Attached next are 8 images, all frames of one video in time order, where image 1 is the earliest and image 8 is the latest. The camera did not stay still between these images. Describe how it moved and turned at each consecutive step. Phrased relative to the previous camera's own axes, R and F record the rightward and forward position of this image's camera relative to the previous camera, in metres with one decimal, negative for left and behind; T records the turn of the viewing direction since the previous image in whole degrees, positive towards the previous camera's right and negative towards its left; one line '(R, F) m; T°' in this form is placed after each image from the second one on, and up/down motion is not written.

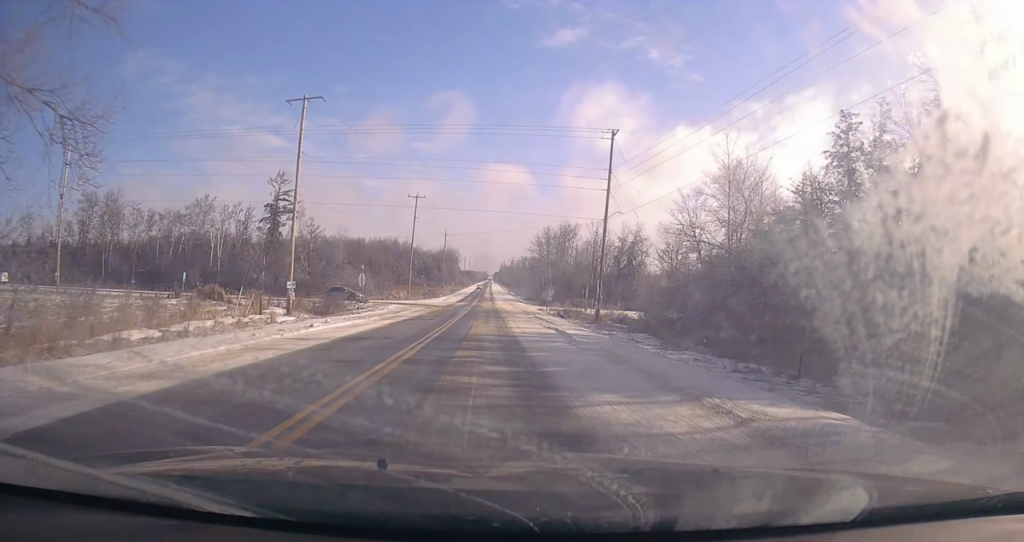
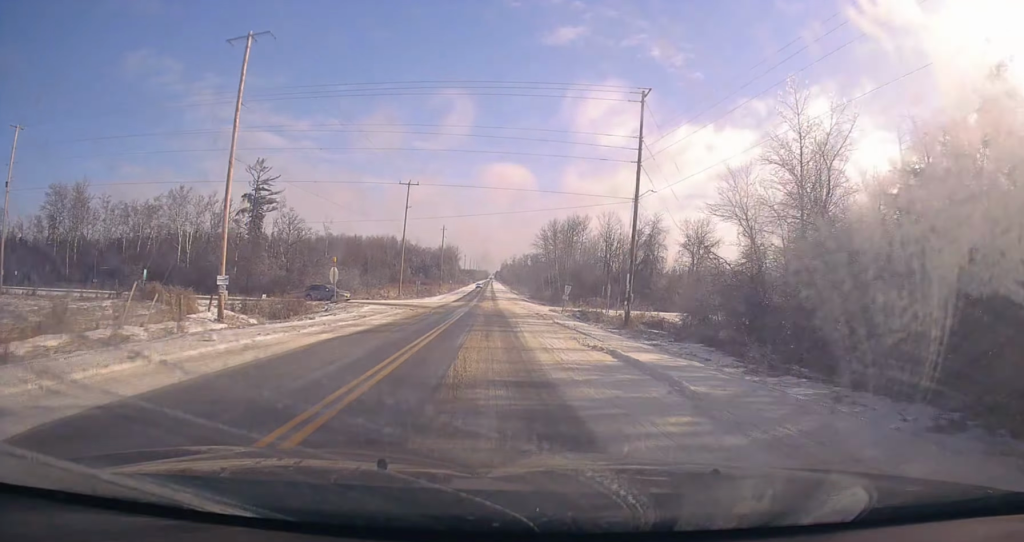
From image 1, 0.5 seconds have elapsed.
(+0.5, +10.8) m; +1°
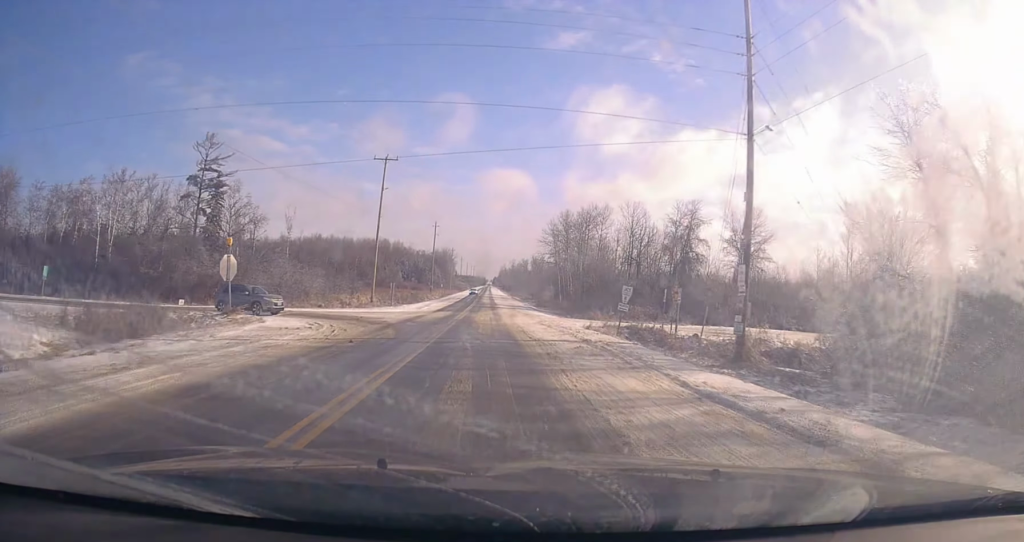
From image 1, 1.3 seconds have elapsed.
(+0.2, +20.4) m; 0°
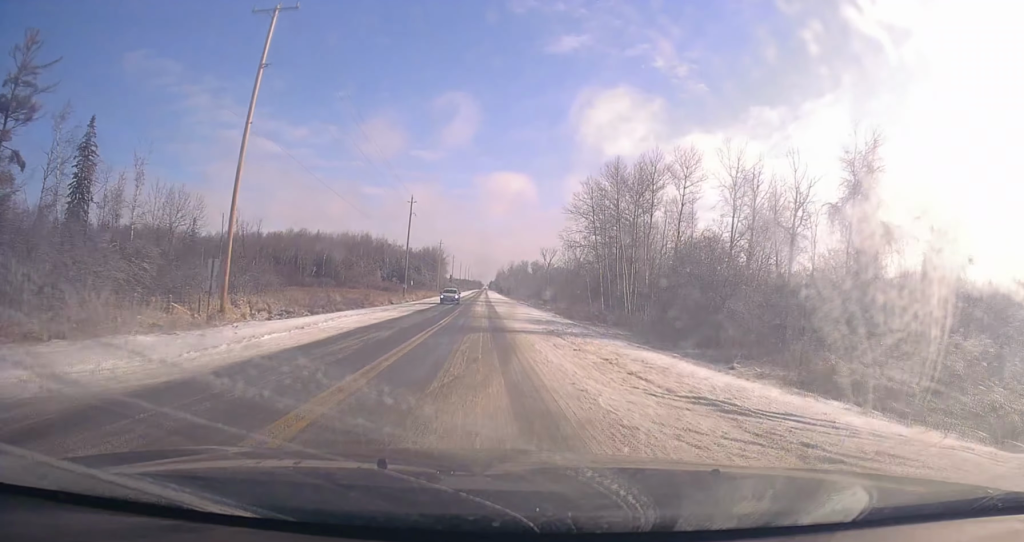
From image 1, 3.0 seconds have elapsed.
(-0.6, +40.0) m; 0°
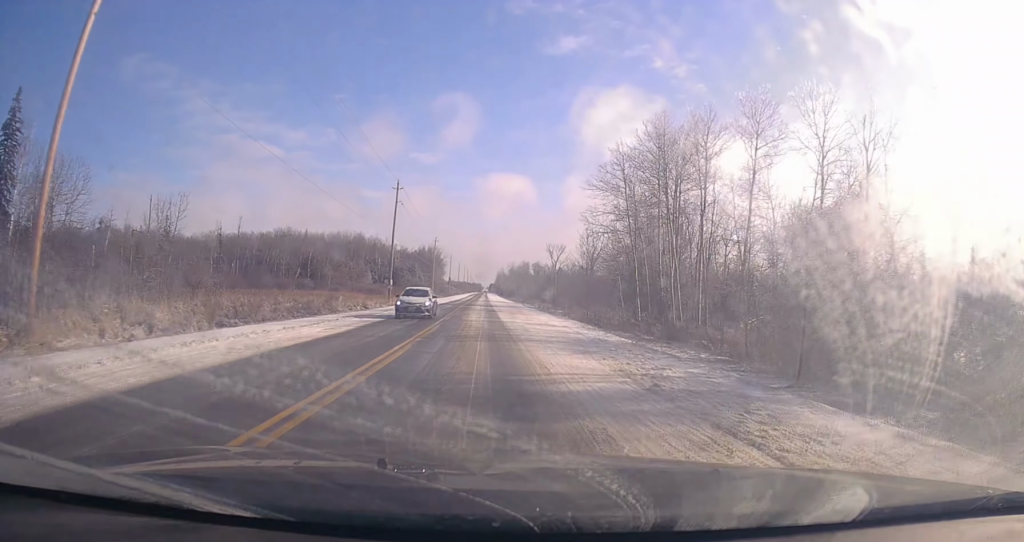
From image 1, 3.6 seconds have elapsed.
(0.0, +15.2) m; +1°
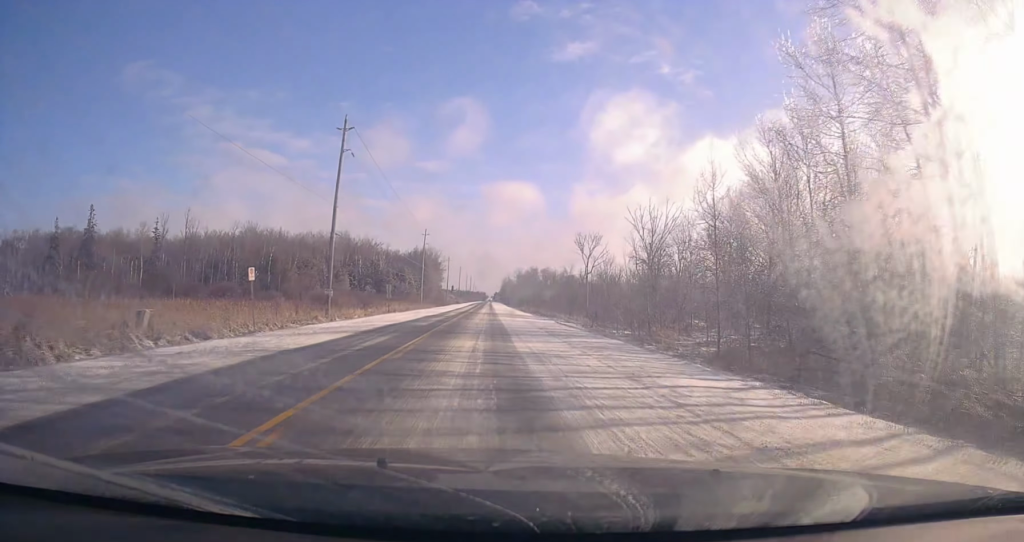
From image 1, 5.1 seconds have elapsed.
(+0.5, +34.9) m; 0°
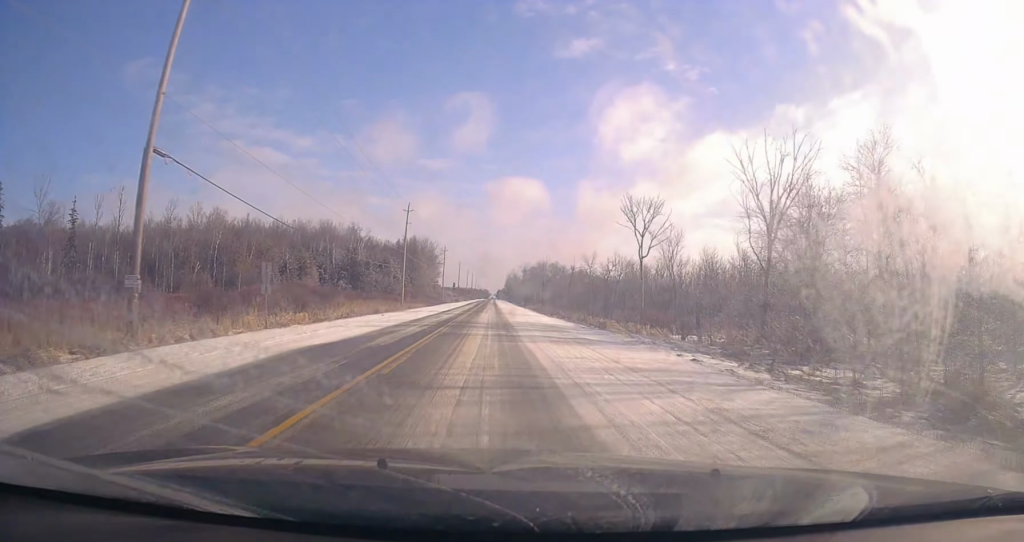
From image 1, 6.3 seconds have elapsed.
(-0.3, +29.8) m; 0°
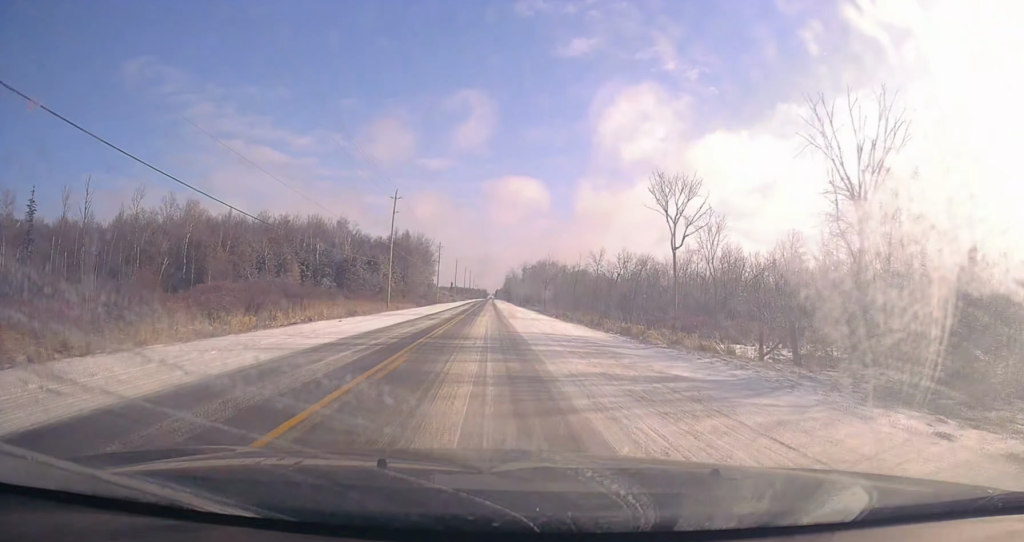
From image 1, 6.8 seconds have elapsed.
(+0.3, +11.5) m; 0°
